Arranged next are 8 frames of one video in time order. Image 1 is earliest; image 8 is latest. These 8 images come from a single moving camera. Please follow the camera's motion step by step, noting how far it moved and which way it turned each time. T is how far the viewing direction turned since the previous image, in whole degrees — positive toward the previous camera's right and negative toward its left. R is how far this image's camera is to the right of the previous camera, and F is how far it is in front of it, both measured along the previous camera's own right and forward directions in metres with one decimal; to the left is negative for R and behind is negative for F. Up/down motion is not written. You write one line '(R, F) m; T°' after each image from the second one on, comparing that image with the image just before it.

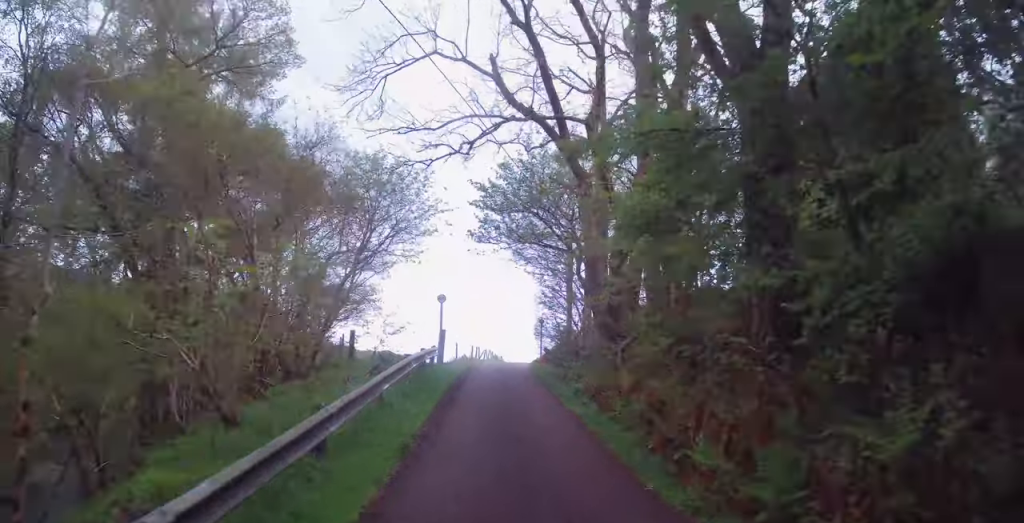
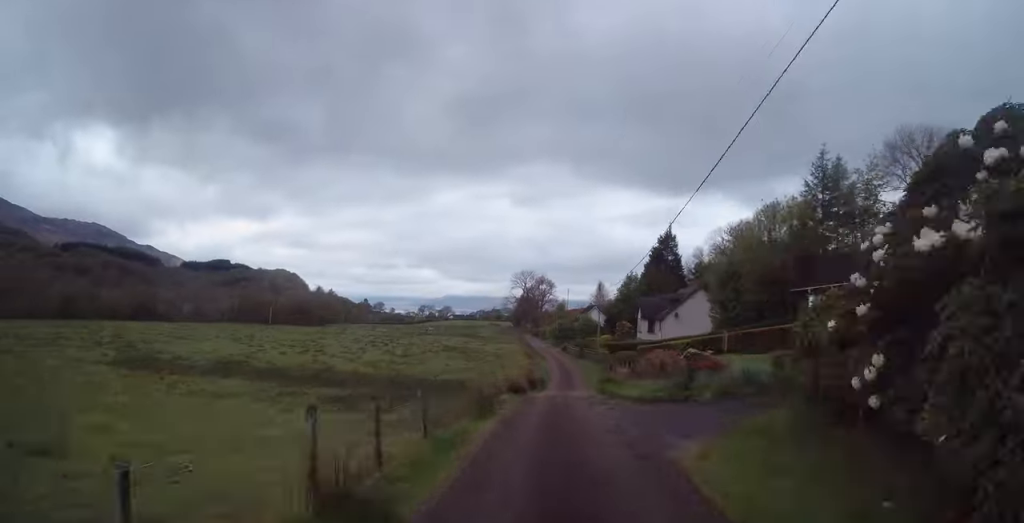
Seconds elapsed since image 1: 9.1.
(+11.1, +77.7) m; +20°
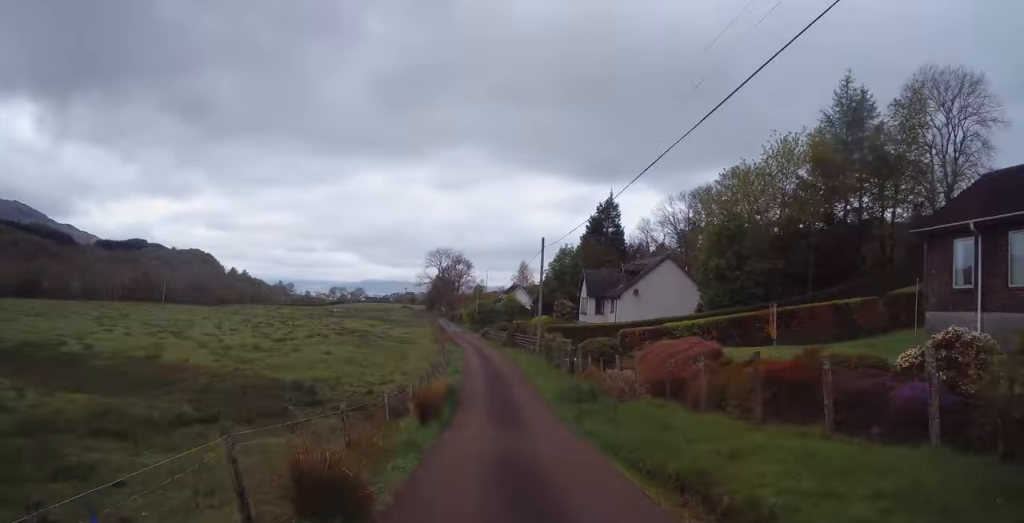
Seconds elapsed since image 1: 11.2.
(+0.7, +21.0) m; +2°
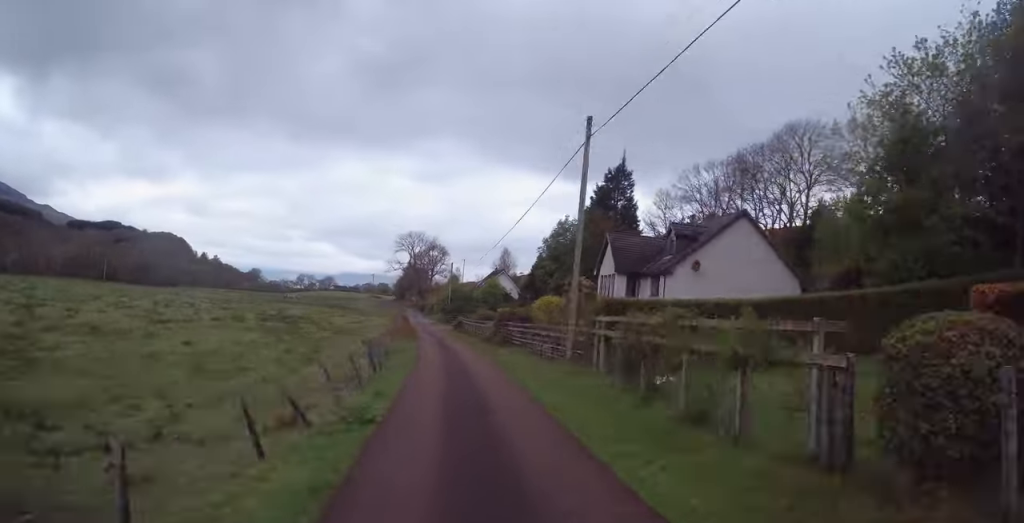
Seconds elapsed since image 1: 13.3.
(+0.6, +22.9) m; 0°
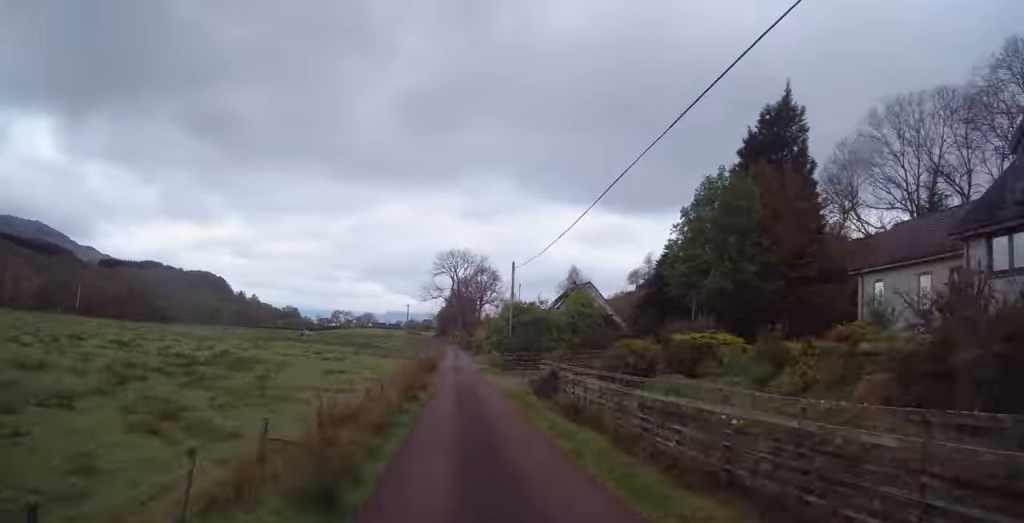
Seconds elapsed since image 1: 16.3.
(-0.4, +34.9) m; -1°
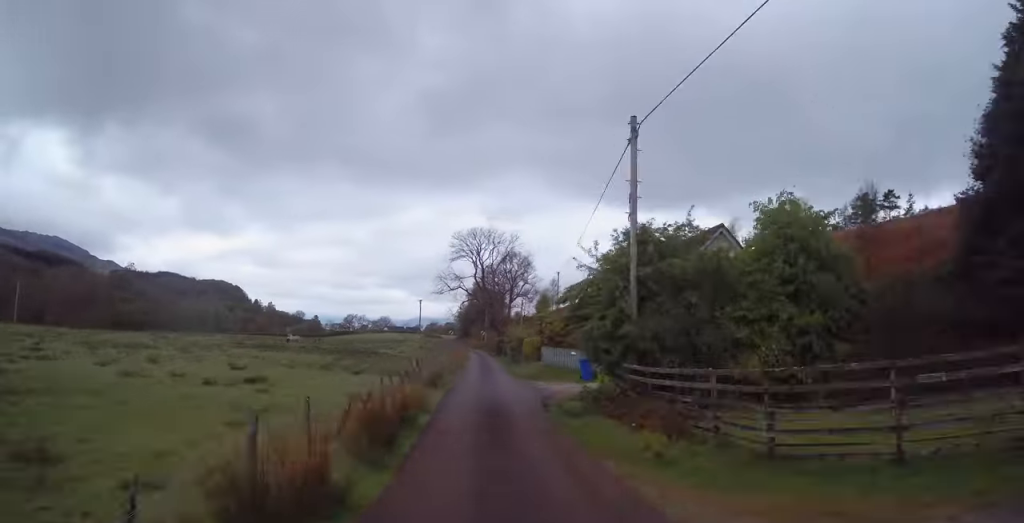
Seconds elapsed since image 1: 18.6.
(-0.4, +28.8) m; -1°
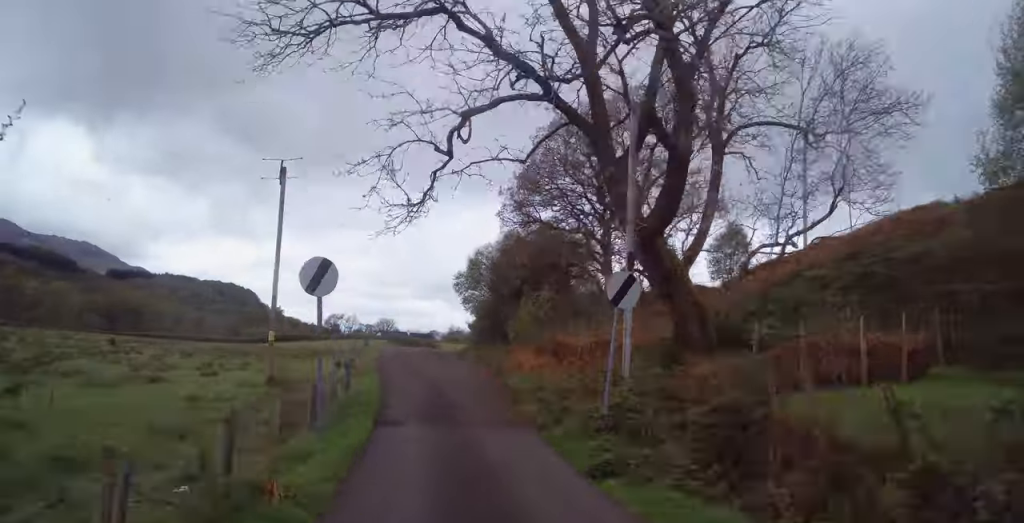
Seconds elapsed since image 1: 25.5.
(-2.2, +104.2) m; +3°
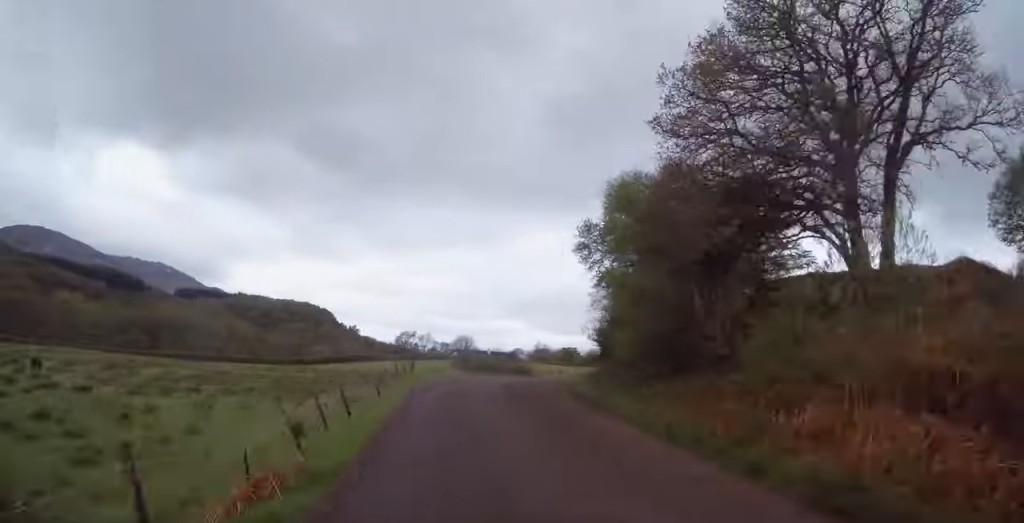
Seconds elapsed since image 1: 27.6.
(+0.9, +20.1) m; +10°
